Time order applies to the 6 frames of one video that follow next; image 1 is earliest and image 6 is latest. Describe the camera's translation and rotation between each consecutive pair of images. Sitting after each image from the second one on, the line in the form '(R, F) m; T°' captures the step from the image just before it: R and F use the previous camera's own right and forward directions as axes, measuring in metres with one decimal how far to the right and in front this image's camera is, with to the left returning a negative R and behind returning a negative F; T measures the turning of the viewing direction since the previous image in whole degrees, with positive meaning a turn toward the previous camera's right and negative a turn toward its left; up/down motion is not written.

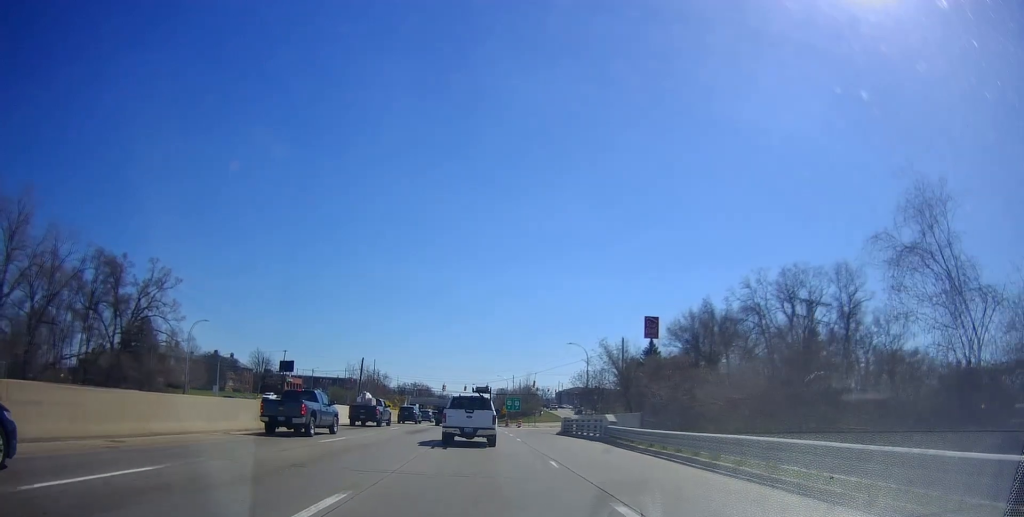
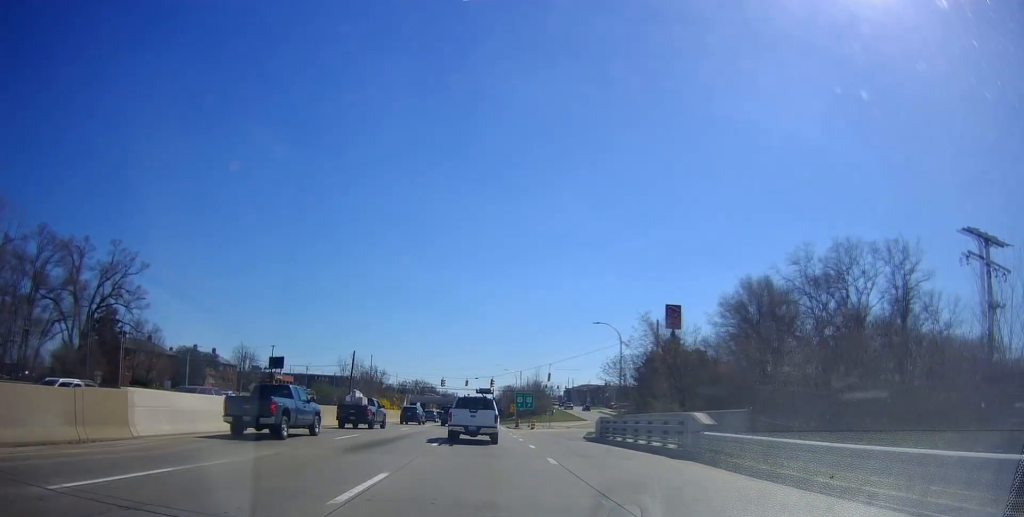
(0.0, +14.4) m; +2°
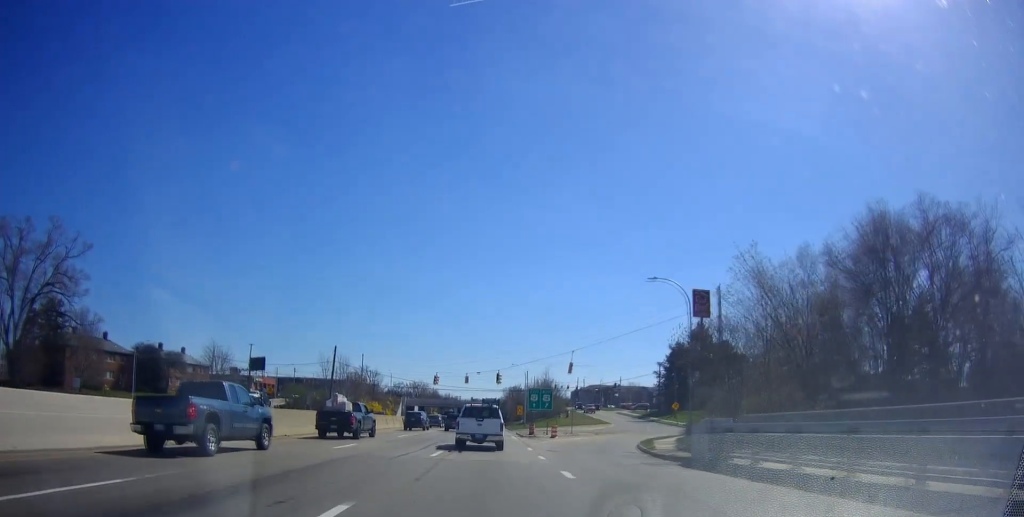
(+0.2, +17.0) m; 0°
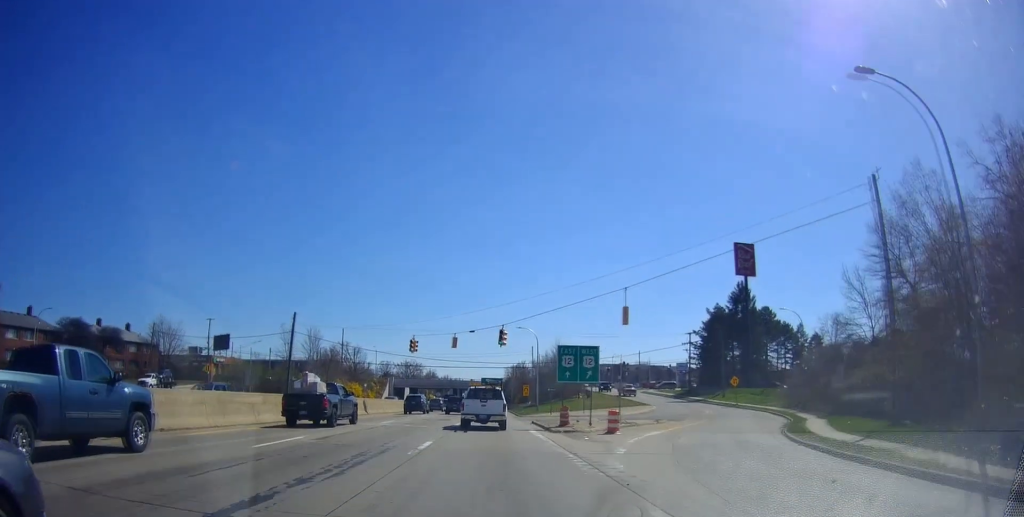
(+0.2, +21.9) m; 0°
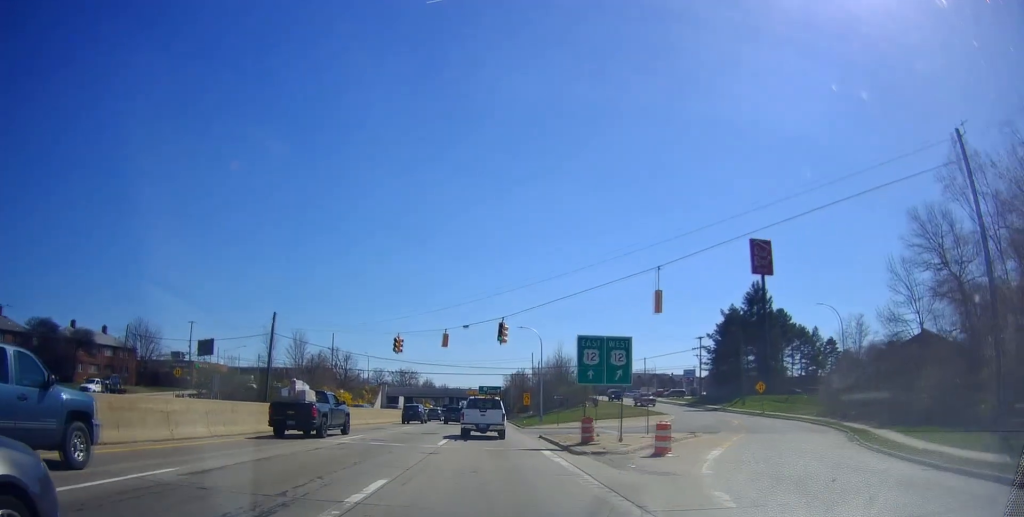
(-0.2, +7.3) m; -1°
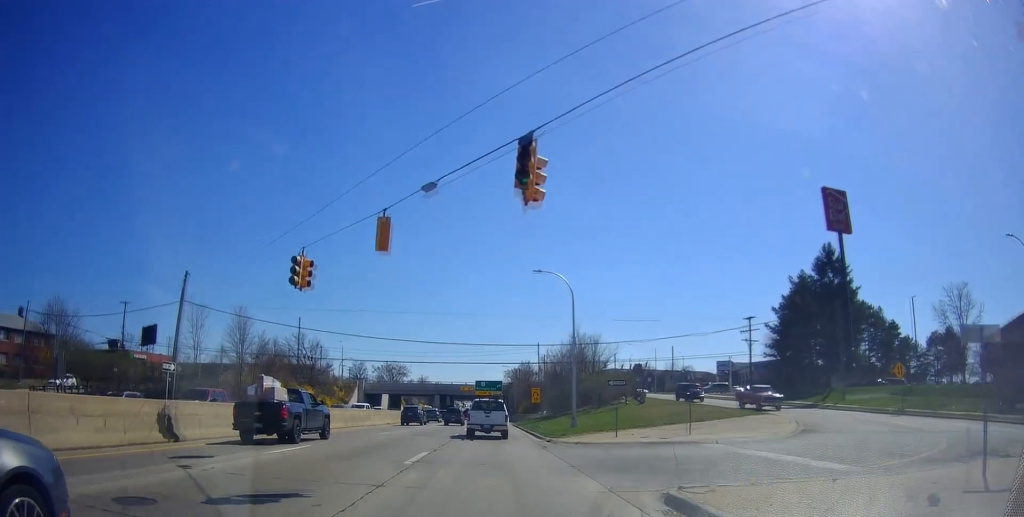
(-0.5, +23.1) m; -2°
